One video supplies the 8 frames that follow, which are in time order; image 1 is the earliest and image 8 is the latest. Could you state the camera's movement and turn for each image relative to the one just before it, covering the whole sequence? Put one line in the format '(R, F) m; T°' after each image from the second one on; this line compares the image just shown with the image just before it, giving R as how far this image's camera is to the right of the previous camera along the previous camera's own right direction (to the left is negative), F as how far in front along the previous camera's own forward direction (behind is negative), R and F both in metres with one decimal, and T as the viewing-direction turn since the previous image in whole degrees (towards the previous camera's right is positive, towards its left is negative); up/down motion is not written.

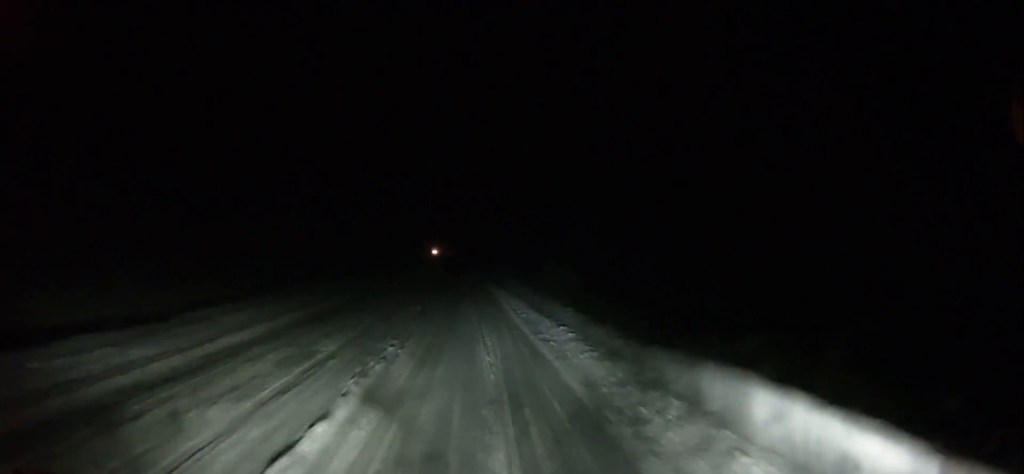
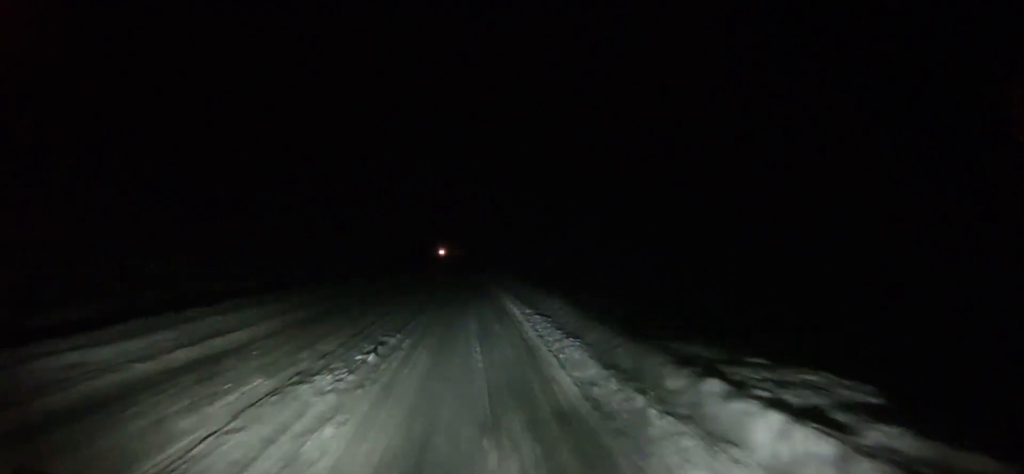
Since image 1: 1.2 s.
(-0.2, +15.2) m; 0°
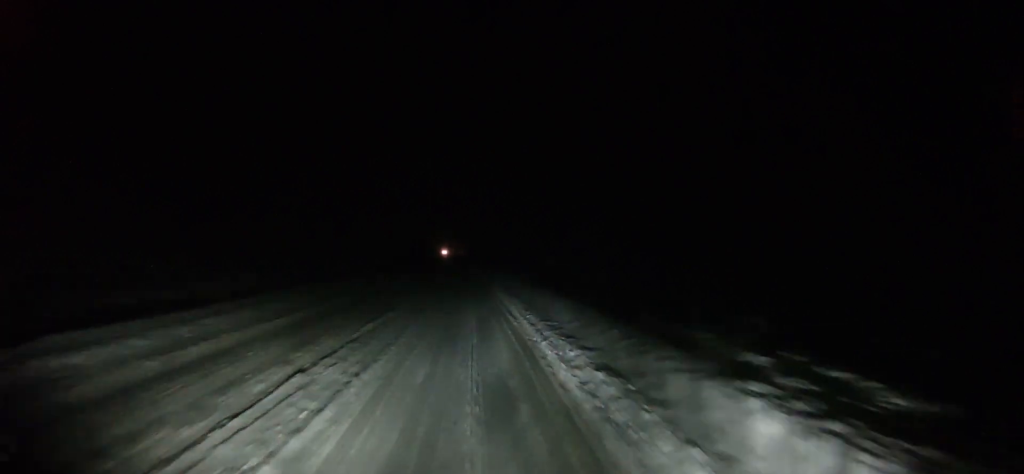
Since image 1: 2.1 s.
(+0.1, +12.7) m; 0°
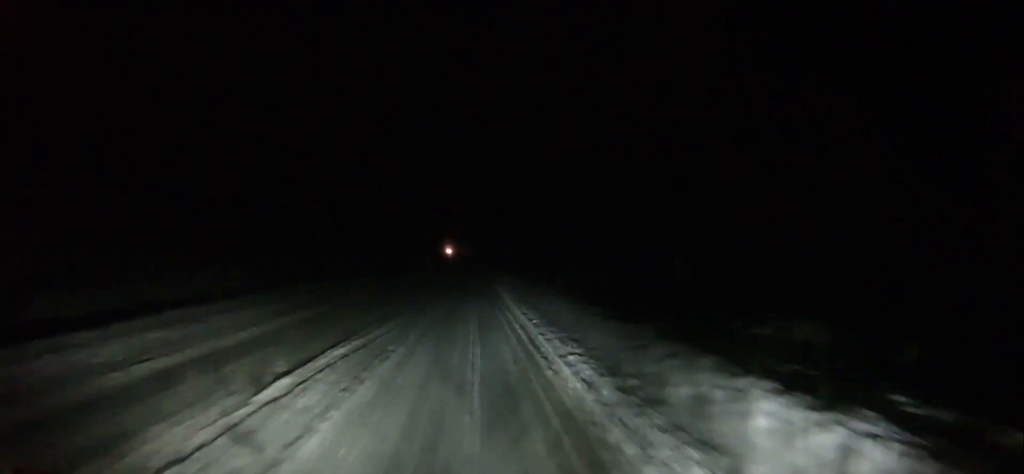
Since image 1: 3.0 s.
(-0.1, +11.1) m; -1°
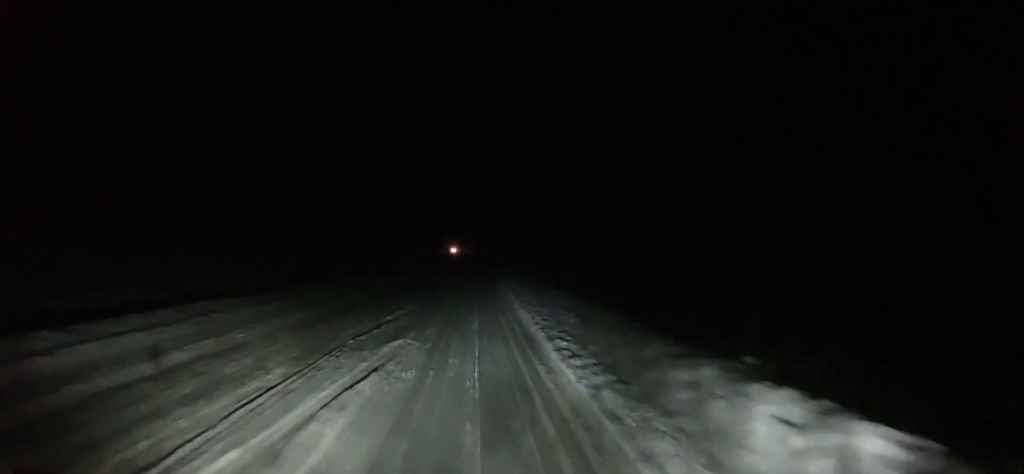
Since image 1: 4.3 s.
(-0.3, +17.4) m; -1°
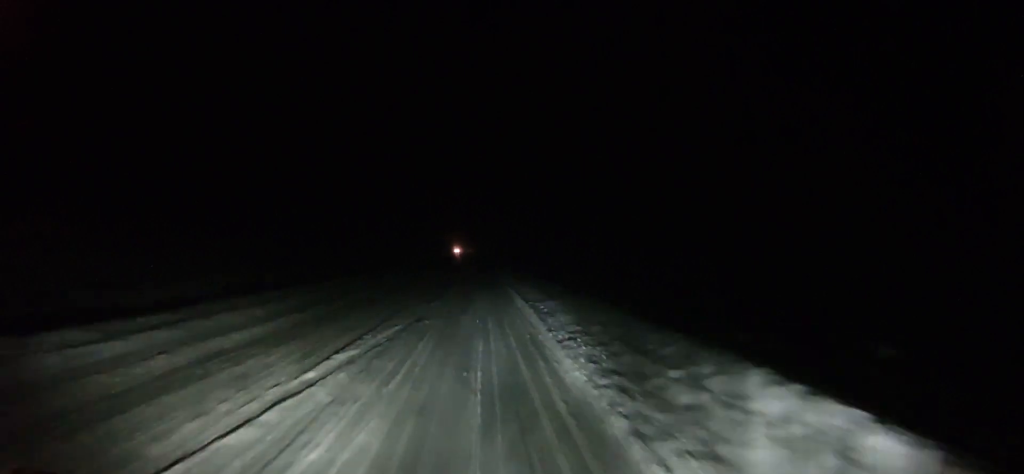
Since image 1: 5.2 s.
(+0.2, +12.6) m; +1°
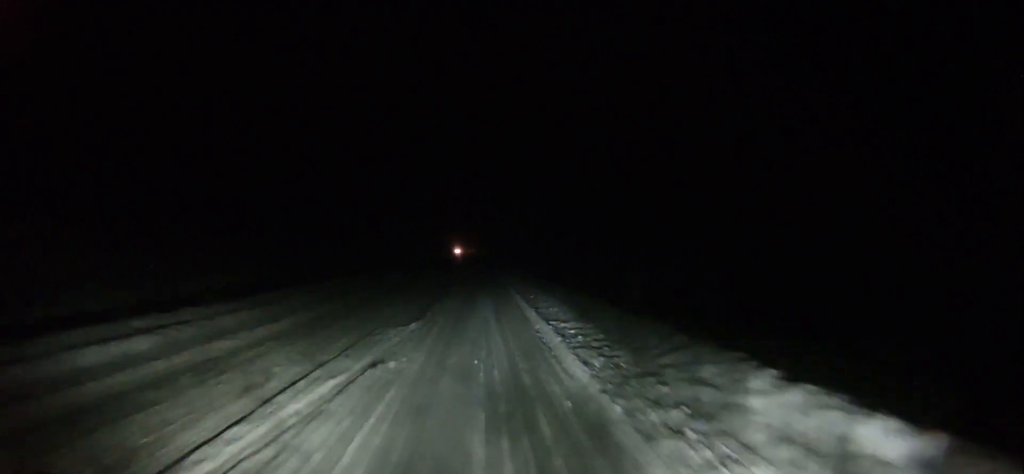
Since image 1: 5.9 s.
(0.0, +9.5) m; +1°
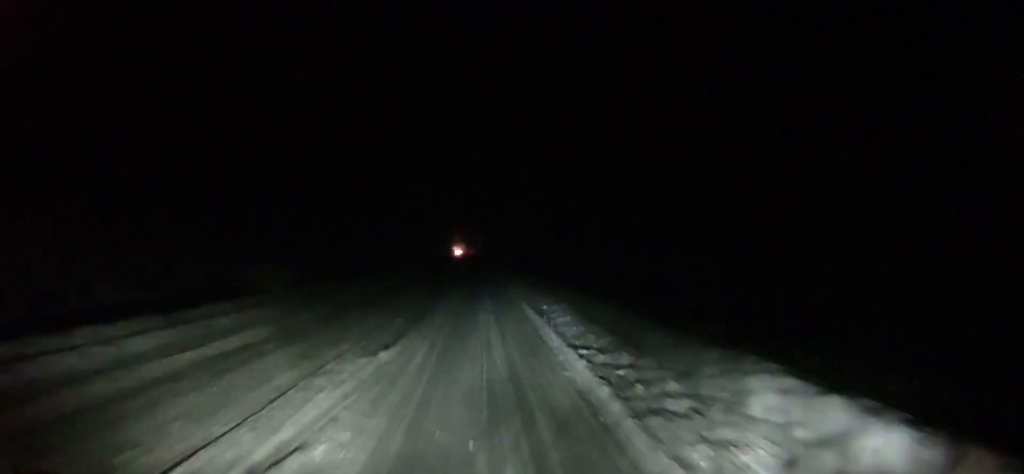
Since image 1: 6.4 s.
(0.0, +6.7) m; +1°
